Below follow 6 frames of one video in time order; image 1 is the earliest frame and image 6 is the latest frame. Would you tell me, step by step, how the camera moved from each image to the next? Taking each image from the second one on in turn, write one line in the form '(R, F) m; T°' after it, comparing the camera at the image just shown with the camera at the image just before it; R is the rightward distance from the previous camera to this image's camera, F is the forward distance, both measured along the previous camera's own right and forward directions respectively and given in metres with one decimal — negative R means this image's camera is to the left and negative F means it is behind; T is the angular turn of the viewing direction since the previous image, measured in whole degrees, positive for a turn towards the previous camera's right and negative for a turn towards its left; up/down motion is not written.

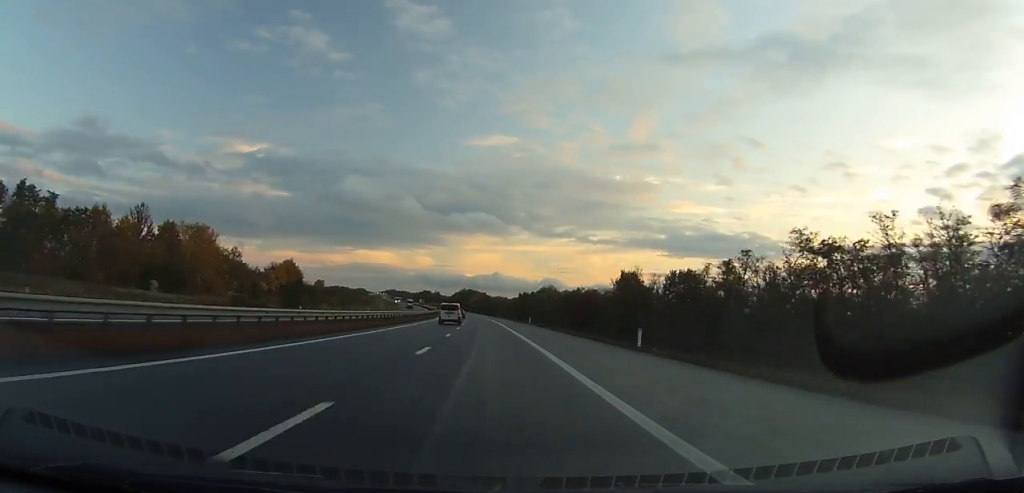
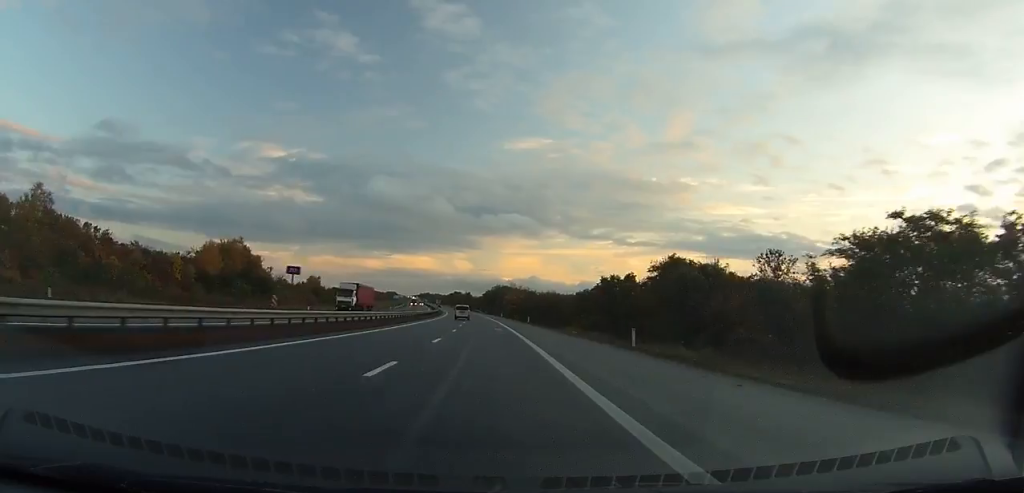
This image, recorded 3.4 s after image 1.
(-3.0, +105.0) m; -3°
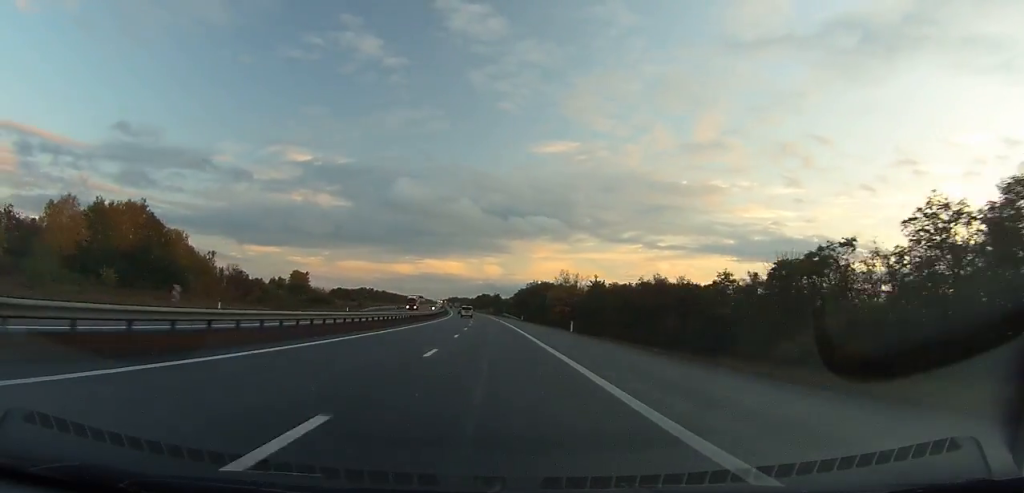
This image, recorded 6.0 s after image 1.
(-1.7, +83.2) m; -3°
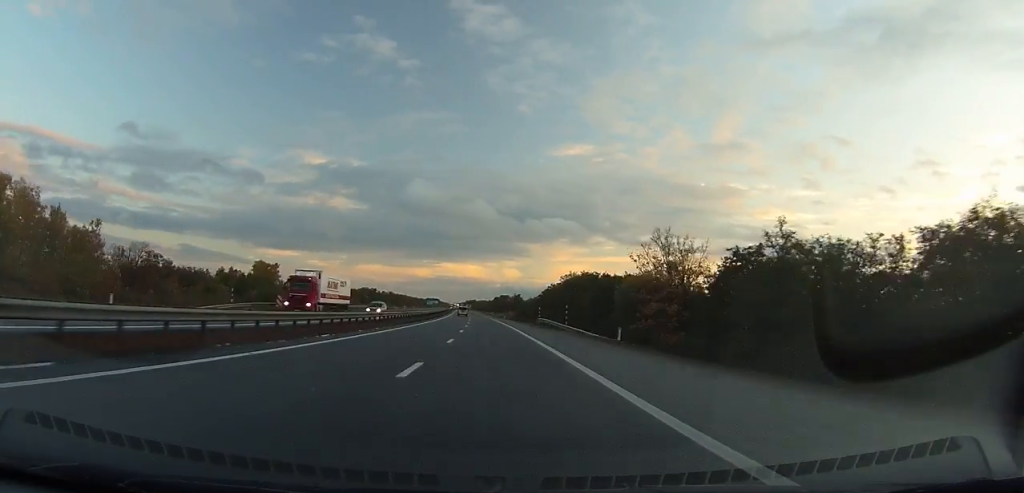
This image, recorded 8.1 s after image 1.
(-1.8, +67.0) m; -3°
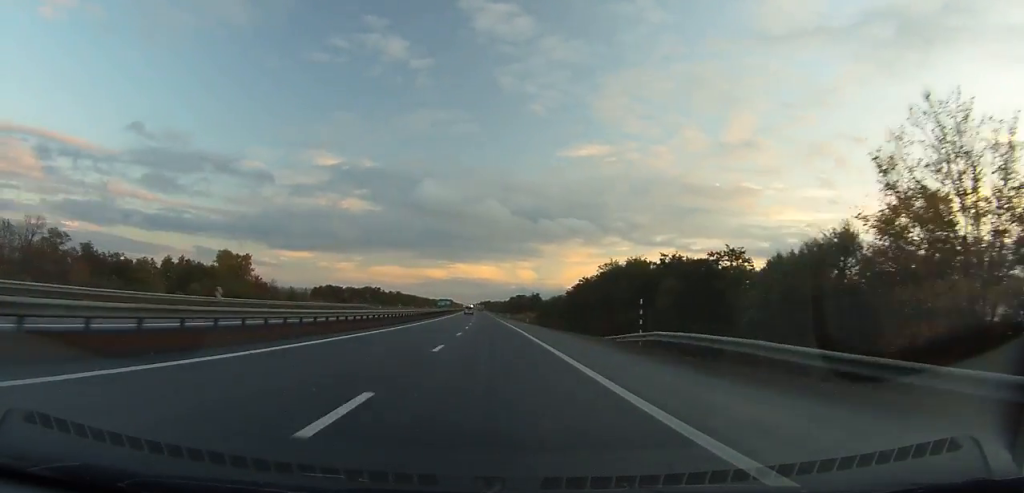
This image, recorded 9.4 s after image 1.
(-0.6, +41.2) m; -1°
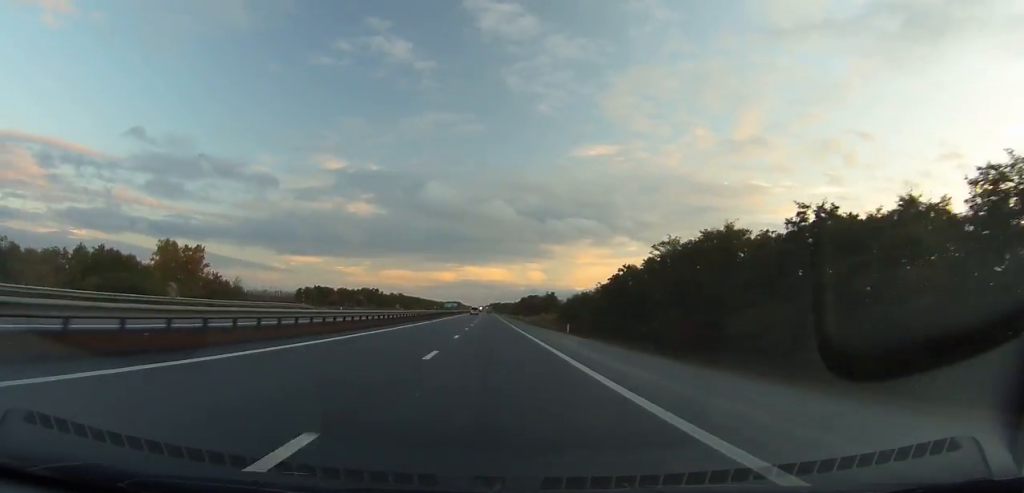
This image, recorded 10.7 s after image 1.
(-0.7, +40.9) m; -1°
